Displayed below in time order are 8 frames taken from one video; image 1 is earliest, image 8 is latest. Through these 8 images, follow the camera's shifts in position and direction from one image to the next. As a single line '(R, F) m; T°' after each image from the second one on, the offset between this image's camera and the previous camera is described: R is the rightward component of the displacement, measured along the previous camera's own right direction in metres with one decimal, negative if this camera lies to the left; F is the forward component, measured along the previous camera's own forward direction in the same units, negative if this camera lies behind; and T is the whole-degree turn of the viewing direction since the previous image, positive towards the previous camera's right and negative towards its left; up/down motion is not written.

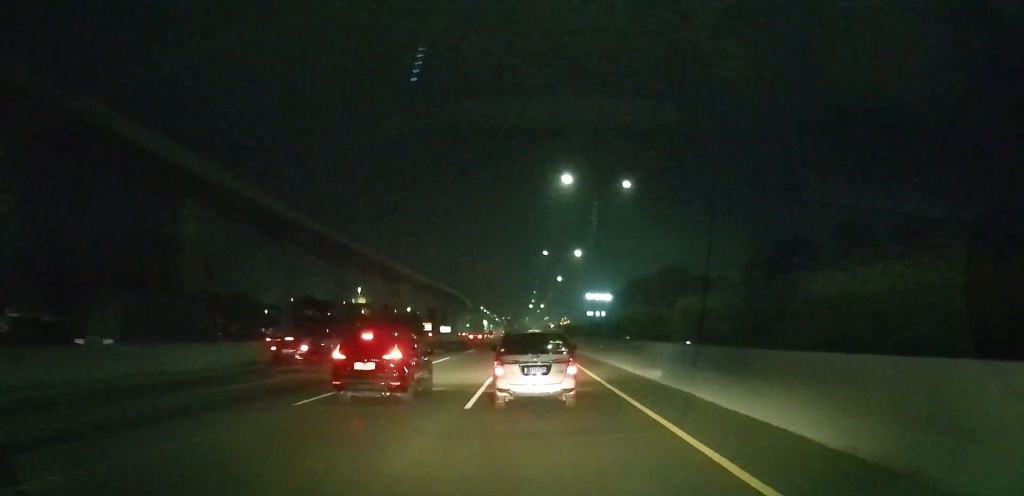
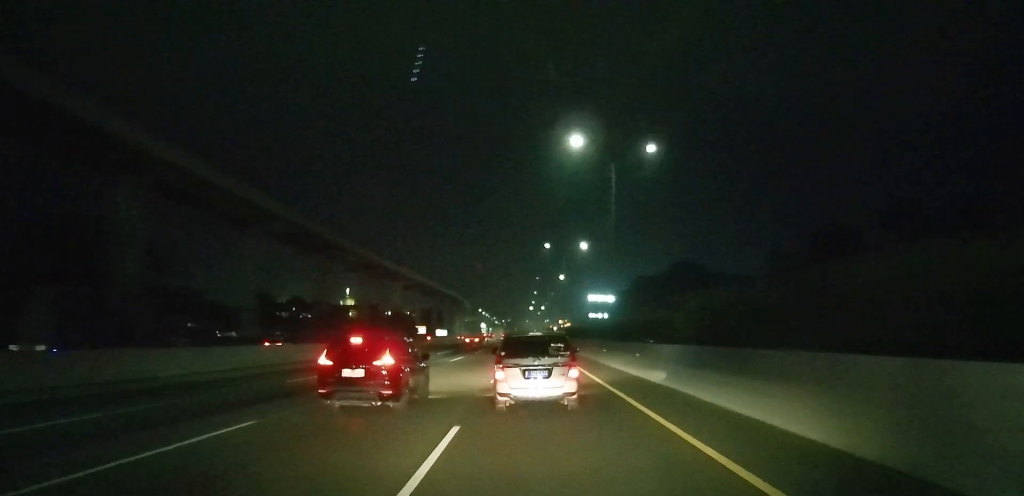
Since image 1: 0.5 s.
(0.0, +12.5) m; 0°
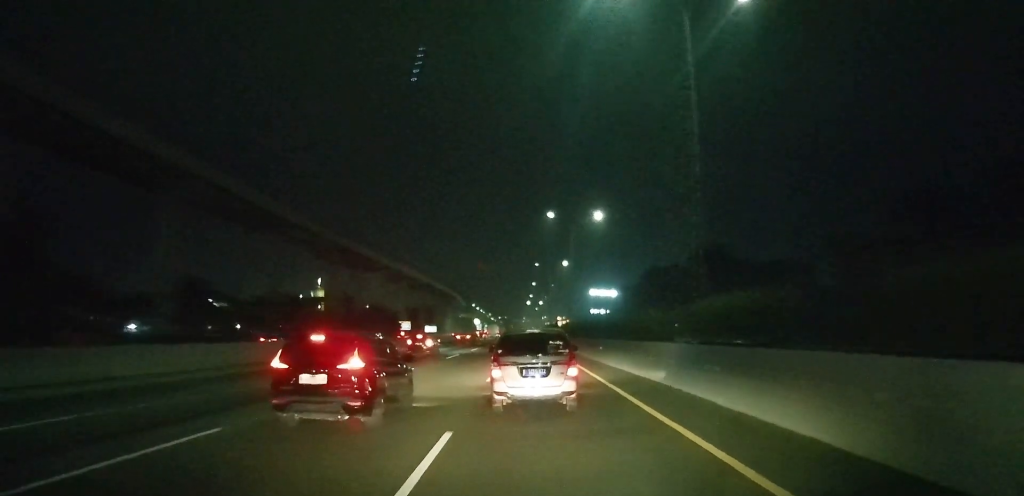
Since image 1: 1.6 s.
(0.0, +23.5) m; 0°
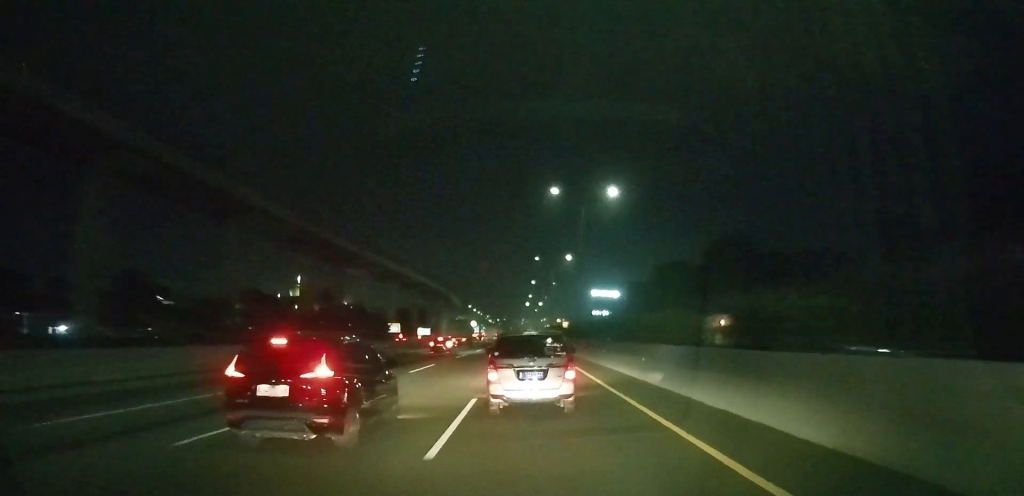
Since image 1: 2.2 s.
(0.0, +13.3) m; 0°
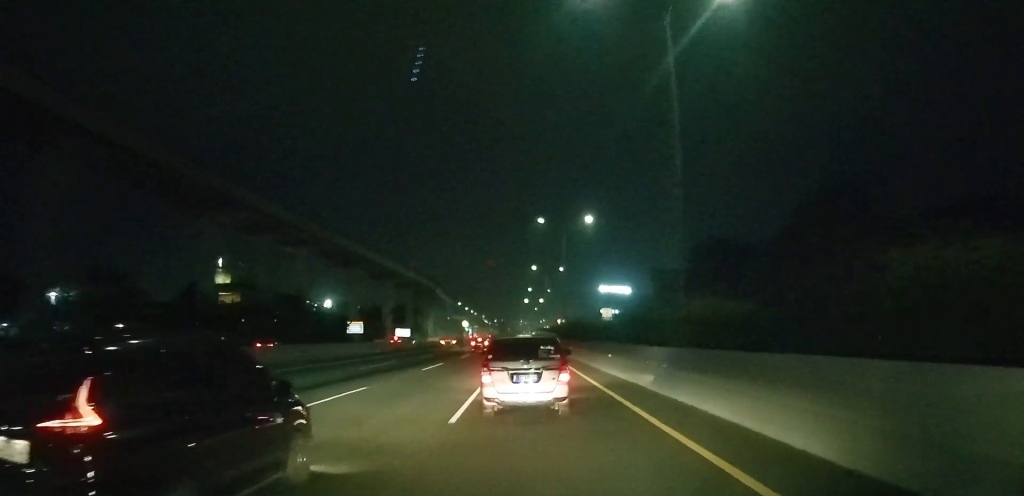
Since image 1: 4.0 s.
(0.0, +35.7) m; 0°
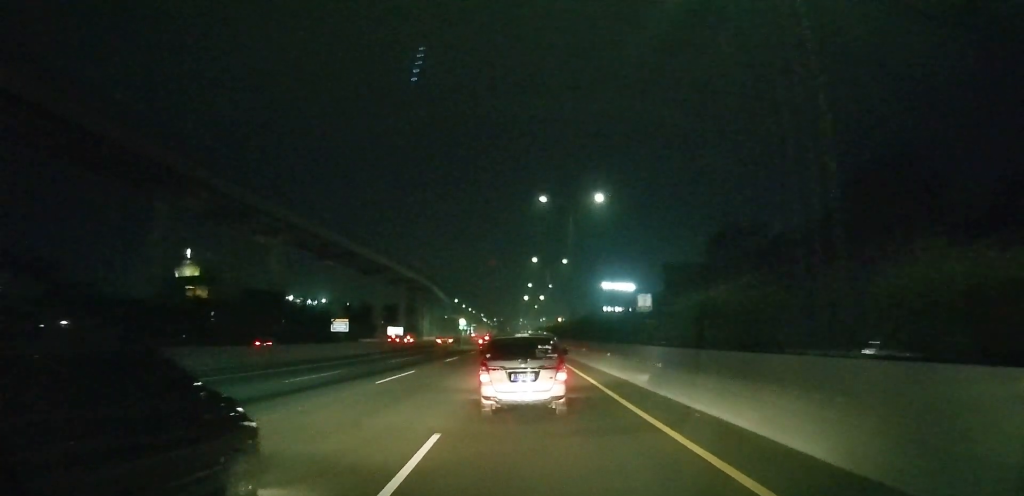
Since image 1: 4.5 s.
(0.0, +9.5) m; 0°
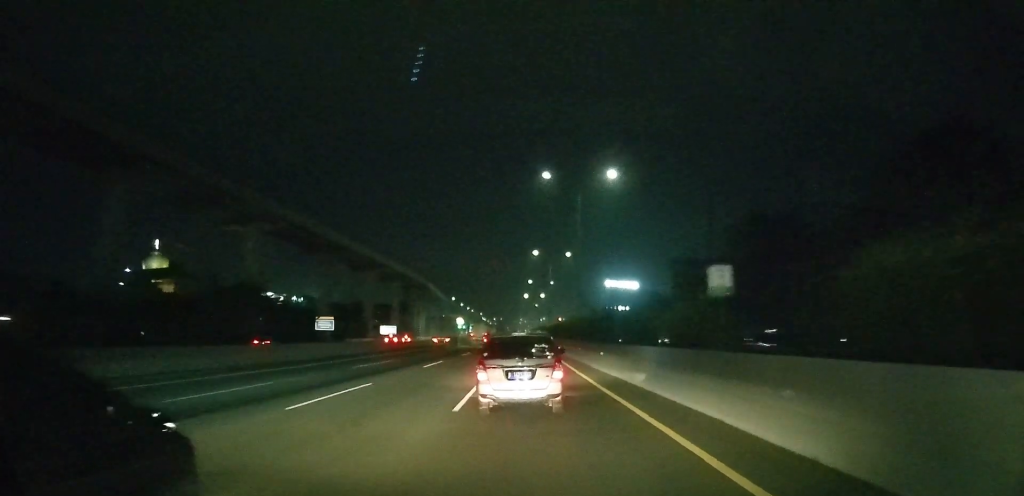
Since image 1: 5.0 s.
(0.0, +8.4) m; 0°
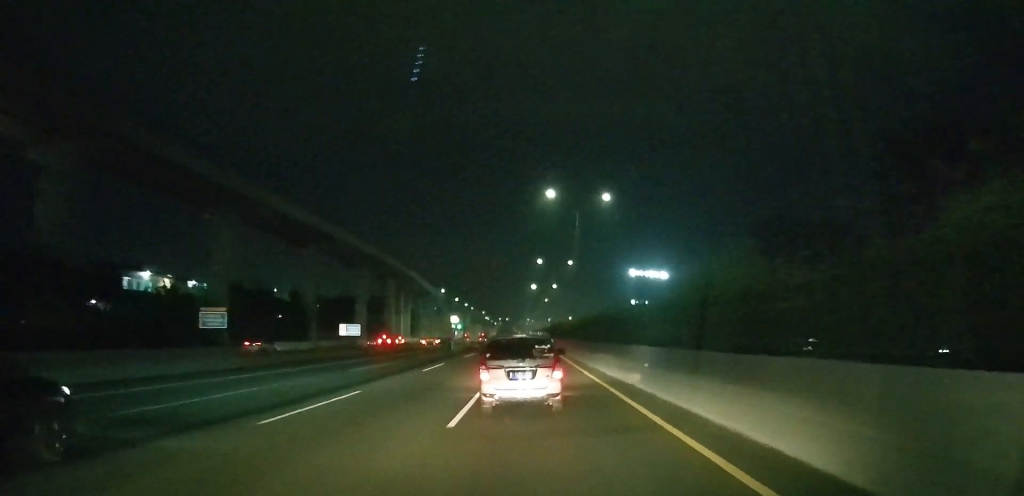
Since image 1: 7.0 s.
(-0.1, +34.2) m; 0°
